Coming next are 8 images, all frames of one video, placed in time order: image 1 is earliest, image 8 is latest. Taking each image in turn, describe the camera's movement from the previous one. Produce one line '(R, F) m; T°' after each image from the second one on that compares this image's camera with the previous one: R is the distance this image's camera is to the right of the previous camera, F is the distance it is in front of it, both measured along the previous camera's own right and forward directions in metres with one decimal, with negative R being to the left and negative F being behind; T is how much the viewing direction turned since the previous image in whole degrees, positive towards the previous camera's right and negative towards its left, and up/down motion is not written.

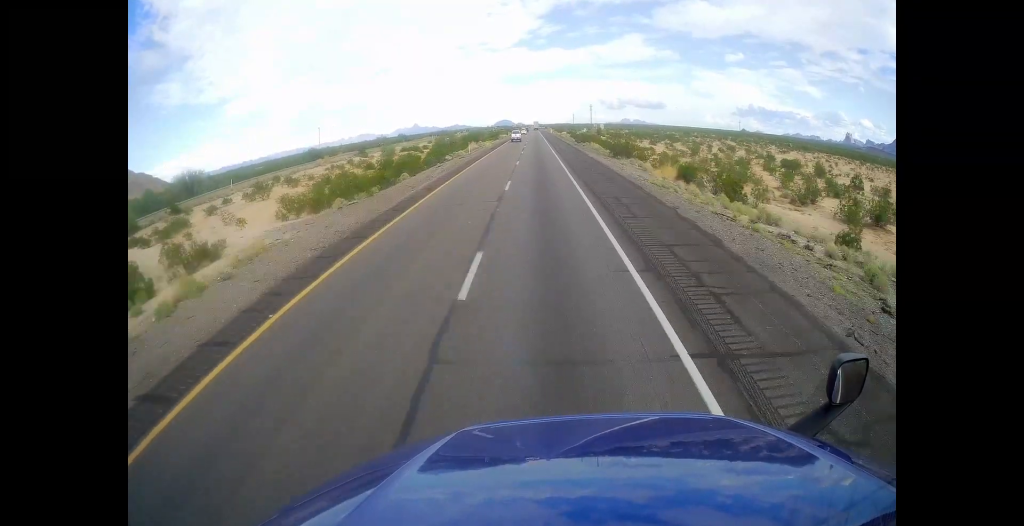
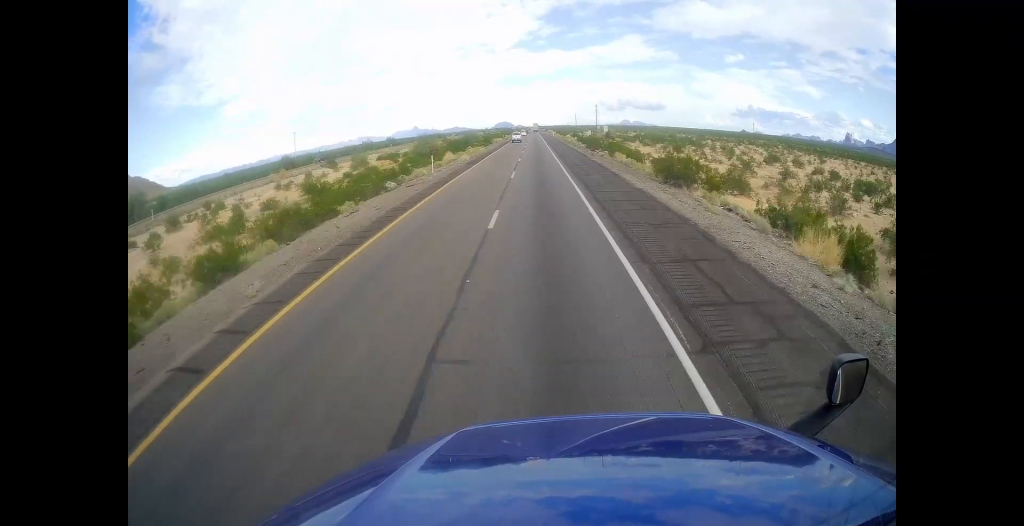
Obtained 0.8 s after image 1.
(-0.3, +22.7) m; 0°
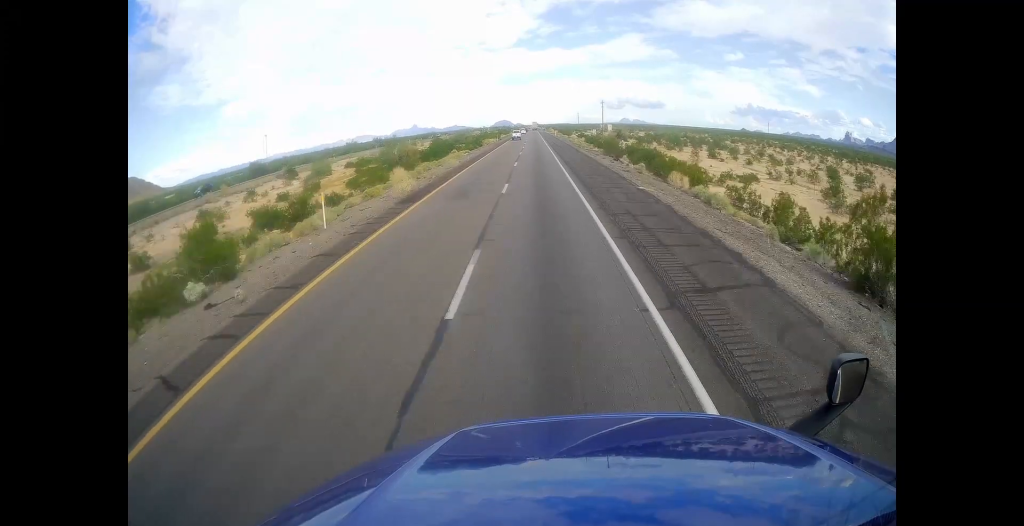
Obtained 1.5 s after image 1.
(+0.4, +20.4) m; 0°
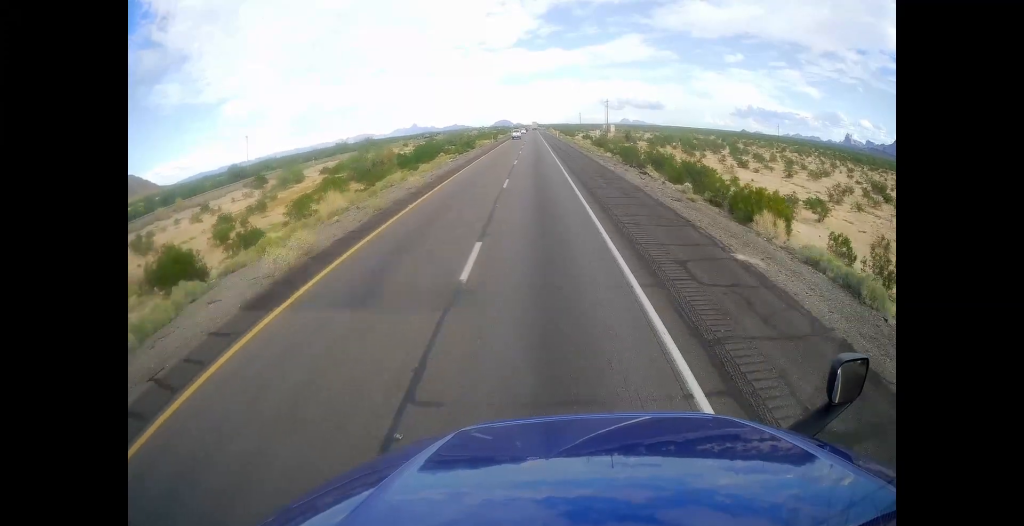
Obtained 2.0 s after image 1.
(0.0, +13.2) m; 0°
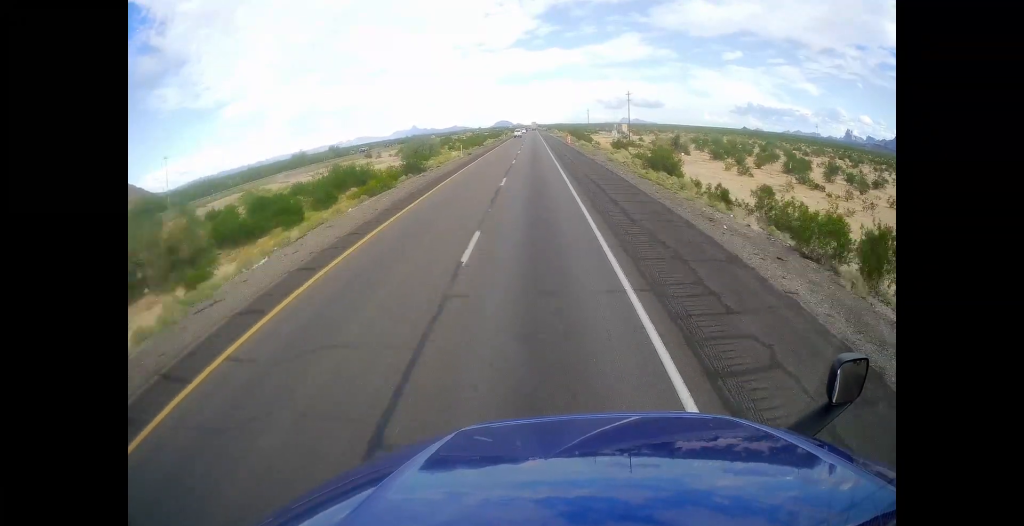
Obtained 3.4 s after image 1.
(-0.1, +40.9) m; +1°
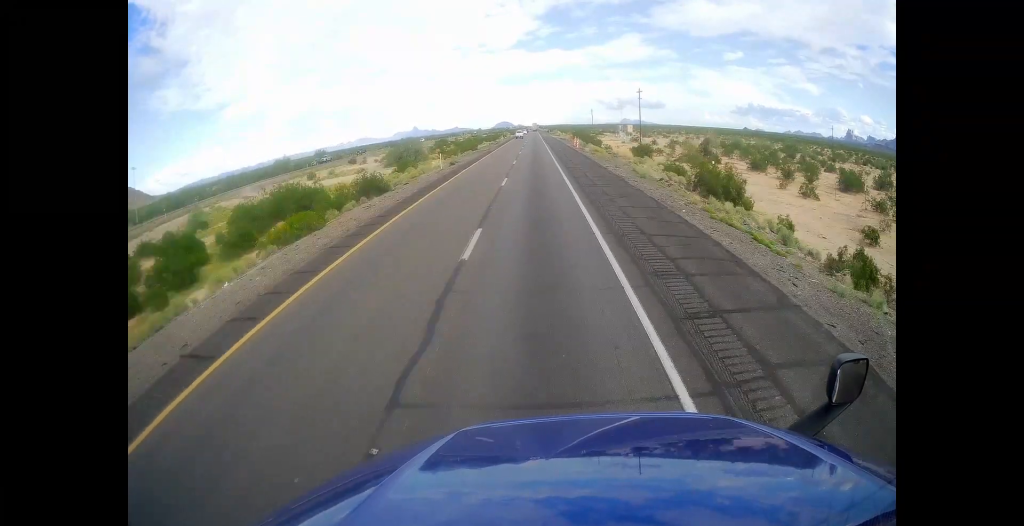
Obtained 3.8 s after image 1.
(+0.1, +13.2) m; 0°
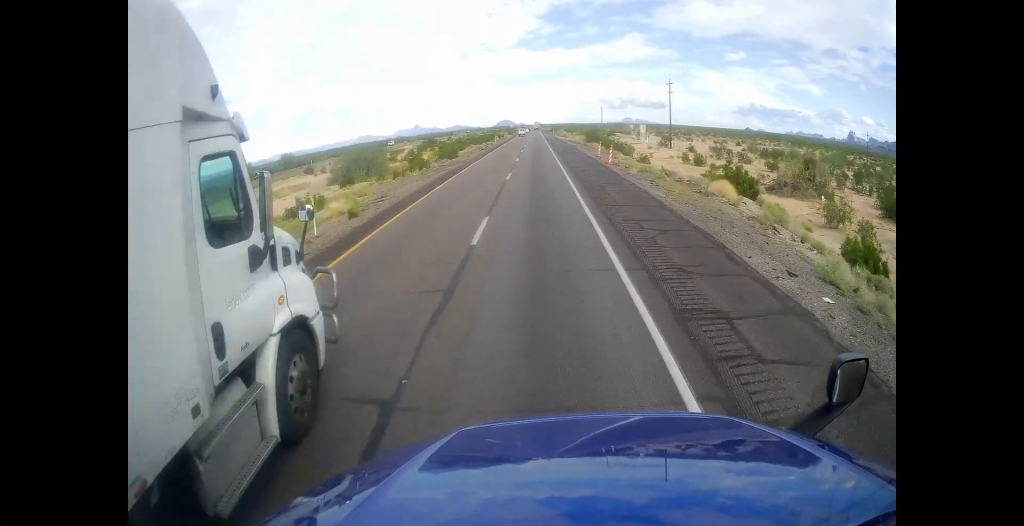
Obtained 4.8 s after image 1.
(0.0, +27.6) m; -1°
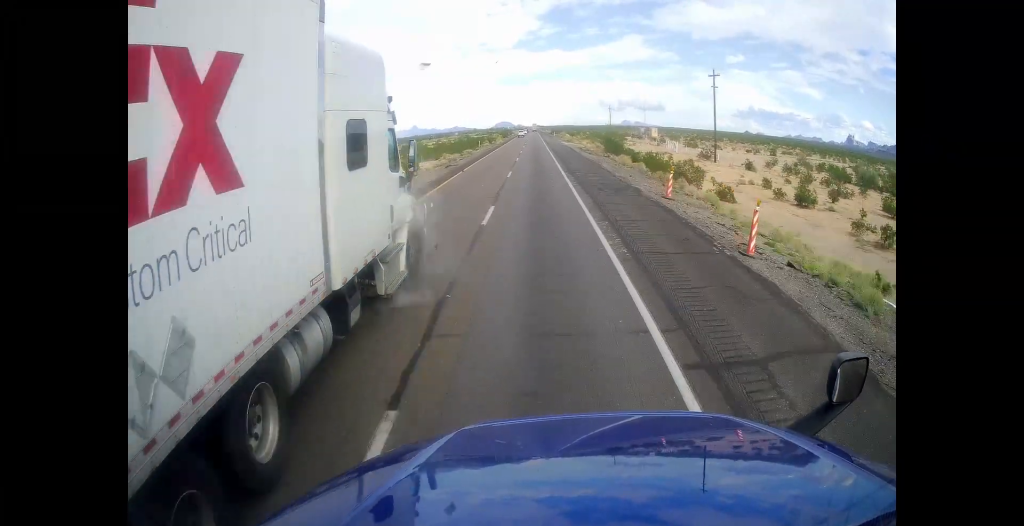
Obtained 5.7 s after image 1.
(-0.4, +25.1) m; 0°
